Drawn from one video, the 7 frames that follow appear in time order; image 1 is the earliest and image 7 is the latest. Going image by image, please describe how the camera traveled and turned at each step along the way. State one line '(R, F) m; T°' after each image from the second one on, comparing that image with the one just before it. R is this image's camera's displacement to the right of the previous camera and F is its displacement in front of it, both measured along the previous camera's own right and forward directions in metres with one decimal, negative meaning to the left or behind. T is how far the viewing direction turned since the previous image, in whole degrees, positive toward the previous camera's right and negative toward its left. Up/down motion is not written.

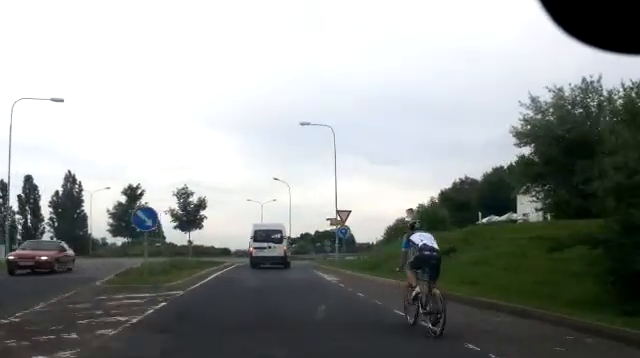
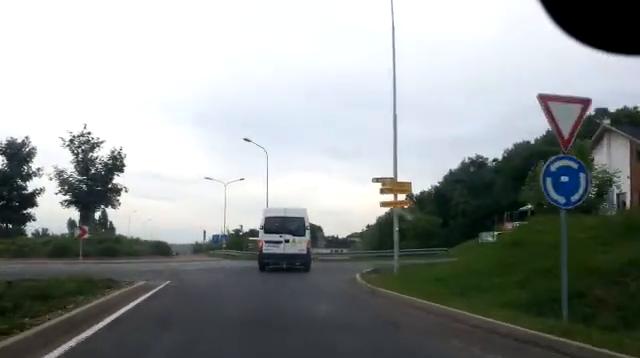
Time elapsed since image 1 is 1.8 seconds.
(+0.6, +20.0) m; +3°
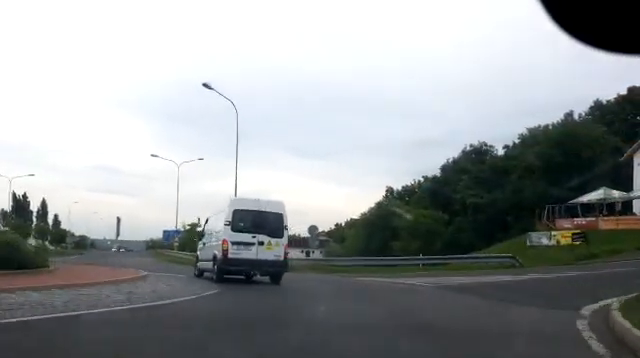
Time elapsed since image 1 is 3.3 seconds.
(+0.3, +14.3) m; +4°
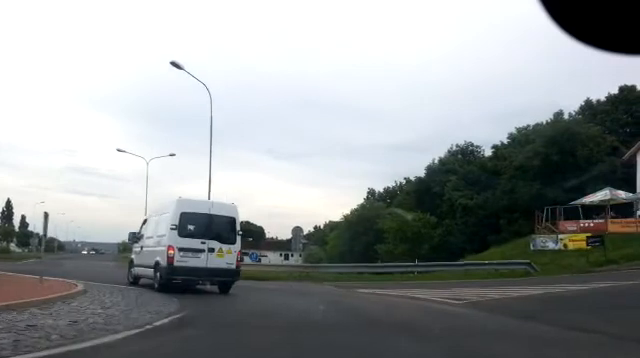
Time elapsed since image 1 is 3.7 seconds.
(0.0, +3.6) m; +1°
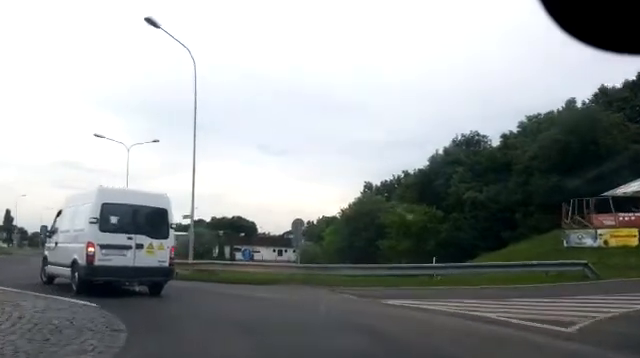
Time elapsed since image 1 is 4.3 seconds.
(+0.2, +4.2) m; 0°
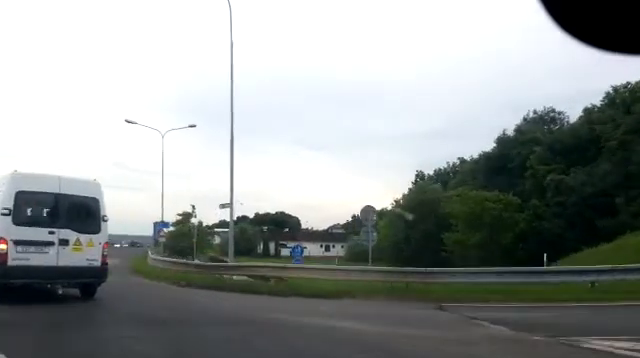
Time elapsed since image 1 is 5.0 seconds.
(0.0, +5.6) m; -3°
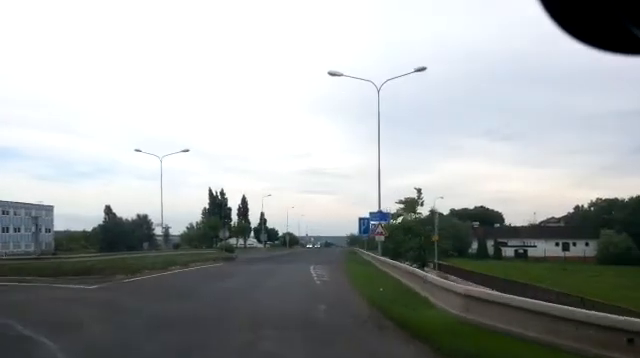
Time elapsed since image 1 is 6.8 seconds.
(-1.4, +13.2) m; -10°
